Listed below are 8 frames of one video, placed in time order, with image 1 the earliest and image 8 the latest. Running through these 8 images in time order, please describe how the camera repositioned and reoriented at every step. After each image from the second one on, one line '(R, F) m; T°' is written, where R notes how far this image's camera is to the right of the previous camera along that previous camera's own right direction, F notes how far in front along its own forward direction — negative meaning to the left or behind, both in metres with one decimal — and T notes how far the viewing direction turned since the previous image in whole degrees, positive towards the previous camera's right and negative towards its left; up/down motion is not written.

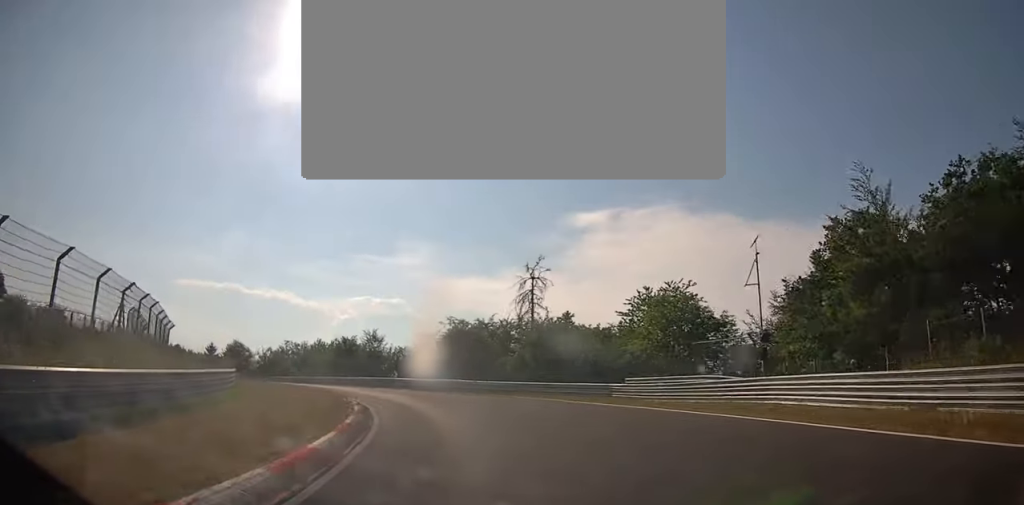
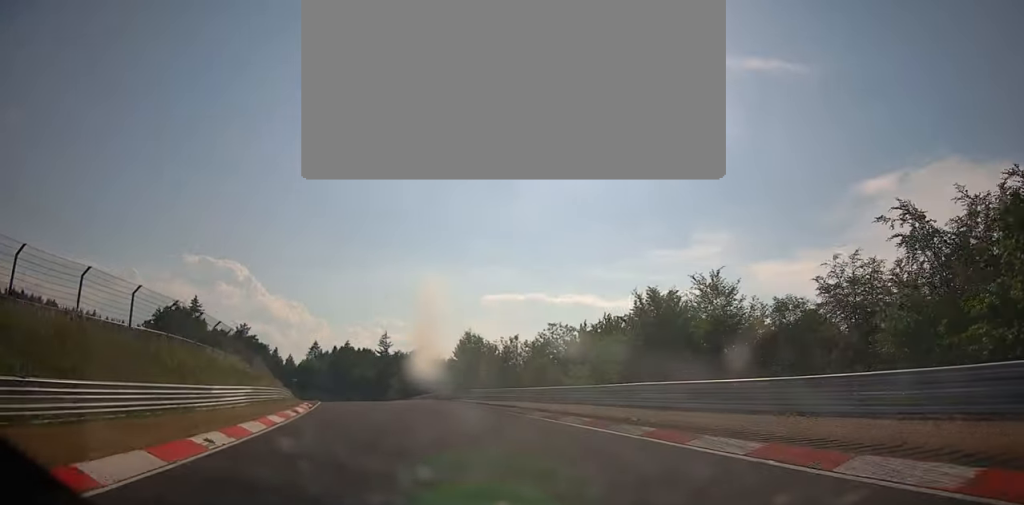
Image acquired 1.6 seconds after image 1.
(-13.6, +41.2) m; -28°
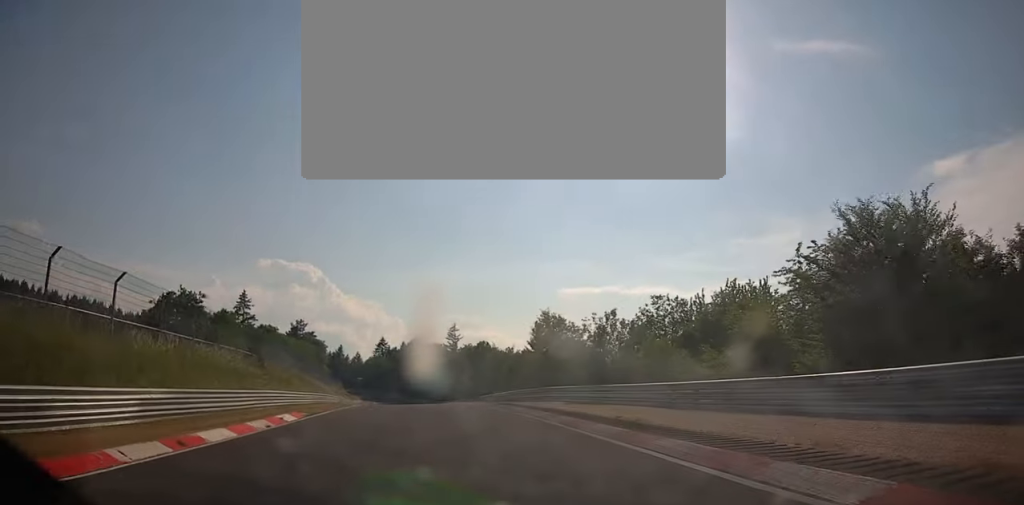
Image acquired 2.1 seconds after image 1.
(-0.4, +14.4) m; -5°
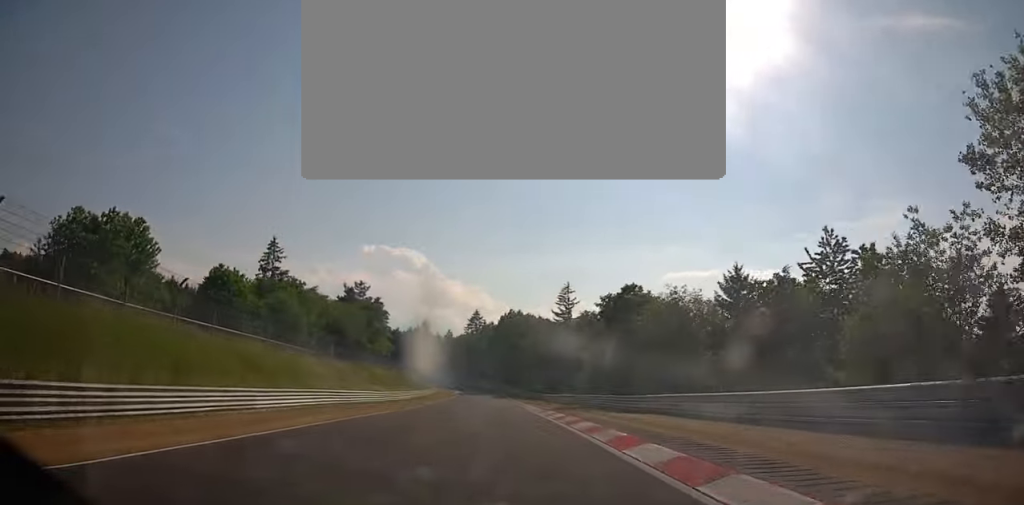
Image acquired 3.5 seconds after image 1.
(-3.2, +42.6) m; -6°
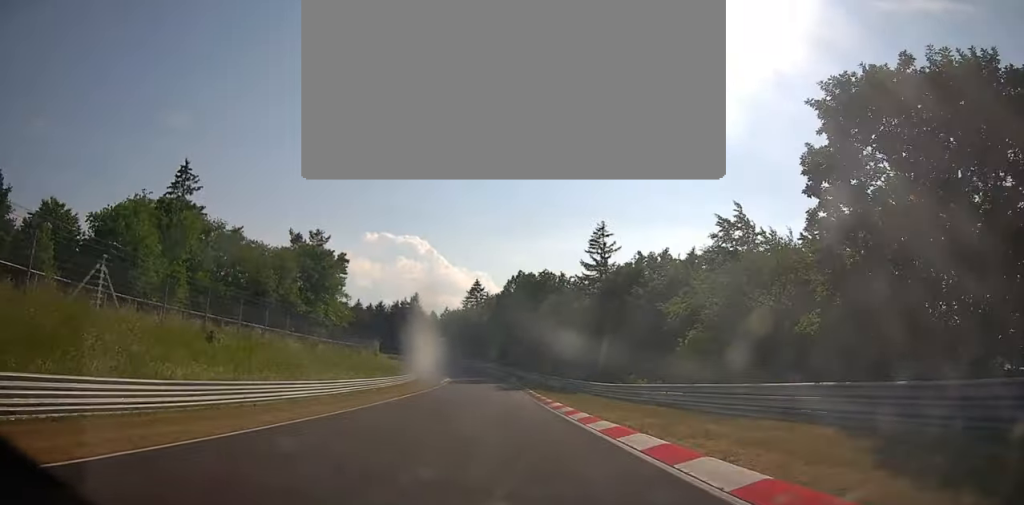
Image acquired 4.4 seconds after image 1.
(-0.6, +32.7) m; -1°
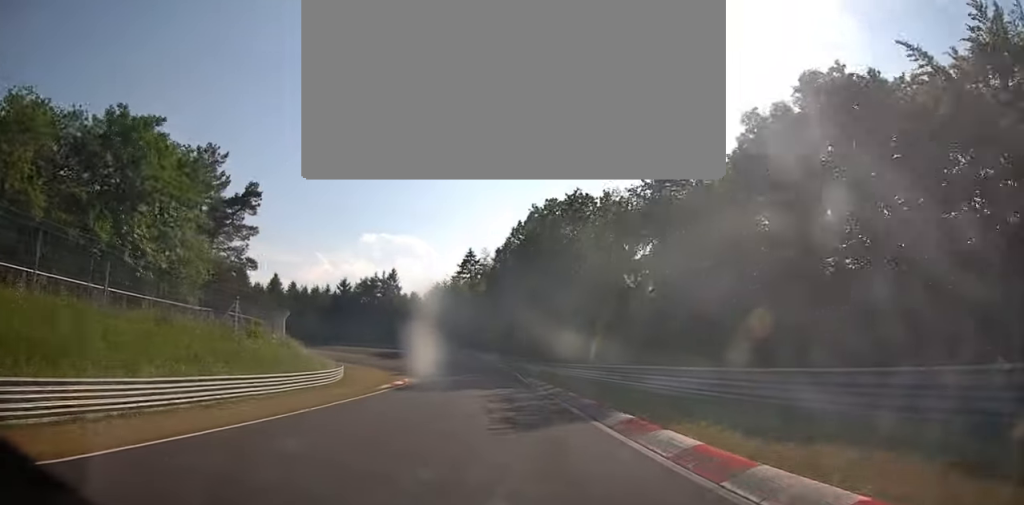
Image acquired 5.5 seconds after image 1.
(-0.2, +35.0) m; -3°
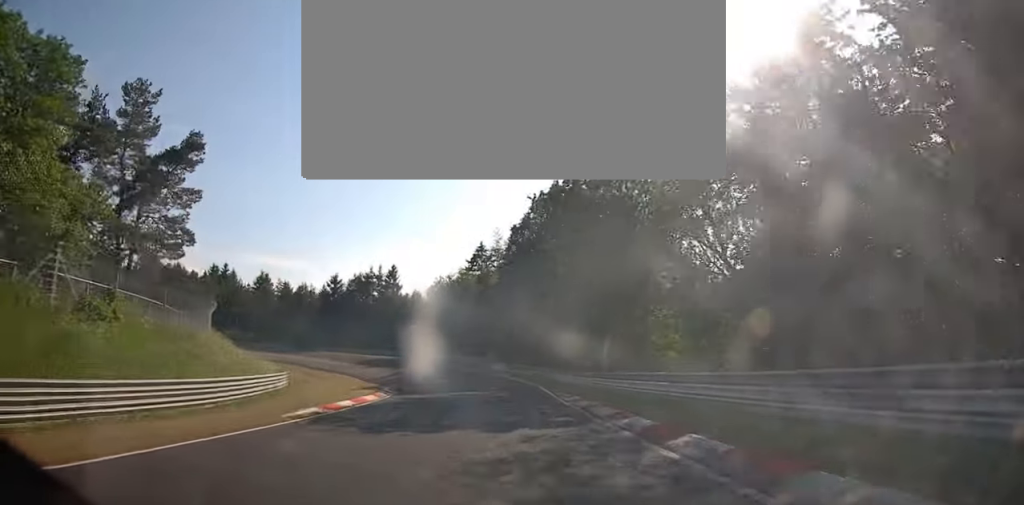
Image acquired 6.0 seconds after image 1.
(+0.3, +16.4) m; -3°
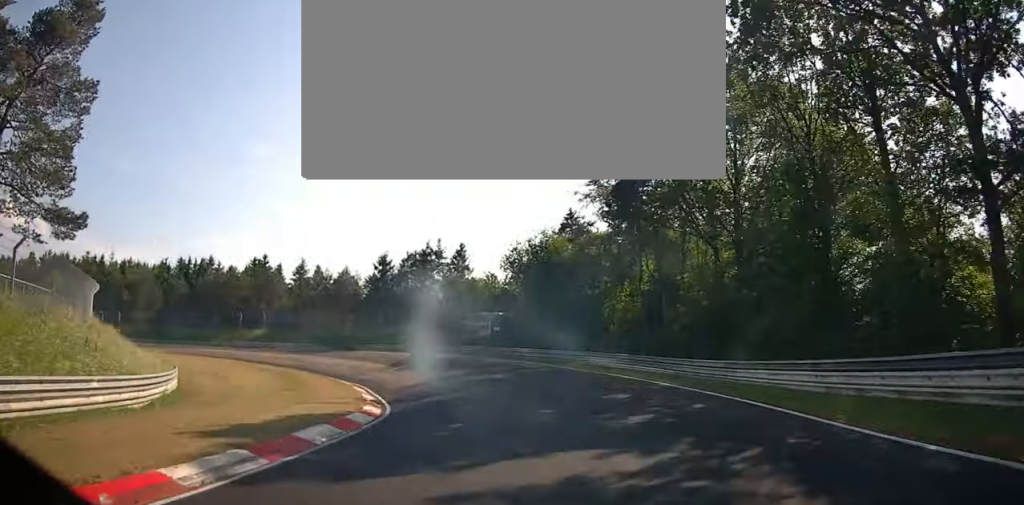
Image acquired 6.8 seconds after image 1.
(-1.9, +22.0) m; -12°
